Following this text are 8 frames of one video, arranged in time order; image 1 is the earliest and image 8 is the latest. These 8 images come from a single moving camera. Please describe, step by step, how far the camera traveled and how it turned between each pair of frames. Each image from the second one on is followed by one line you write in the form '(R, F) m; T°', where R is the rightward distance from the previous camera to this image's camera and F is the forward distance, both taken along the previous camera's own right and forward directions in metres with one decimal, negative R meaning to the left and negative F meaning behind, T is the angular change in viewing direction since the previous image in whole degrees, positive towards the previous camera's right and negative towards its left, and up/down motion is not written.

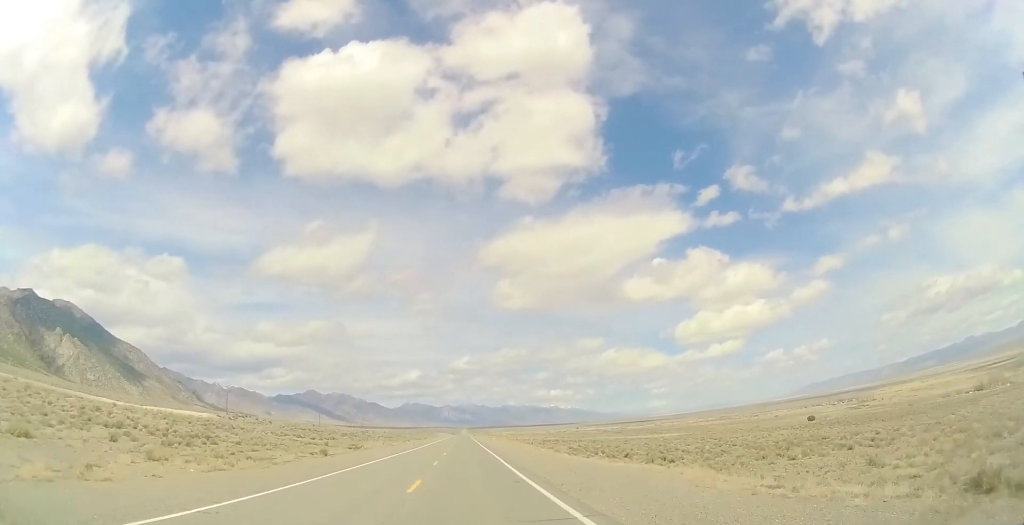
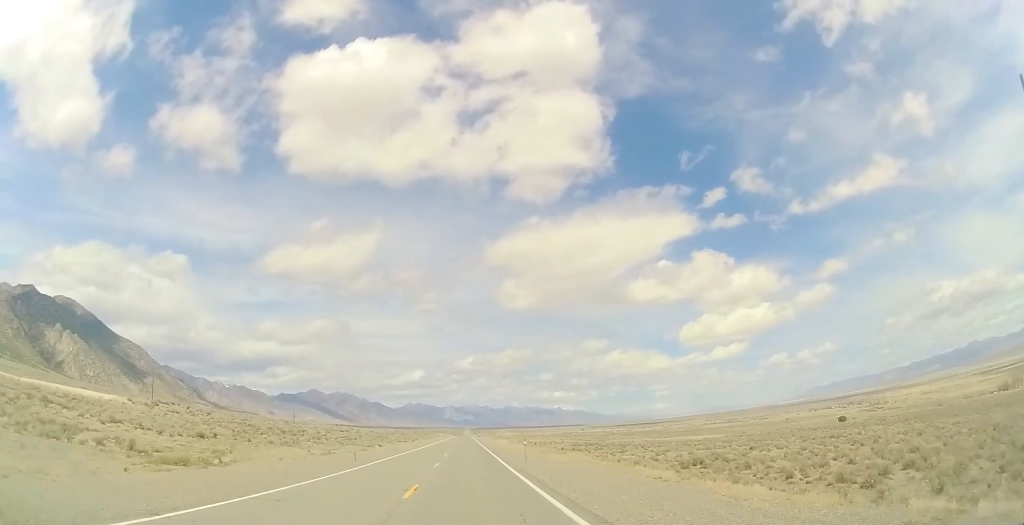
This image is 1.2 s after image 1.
(0.0, +38.5) m; 0°
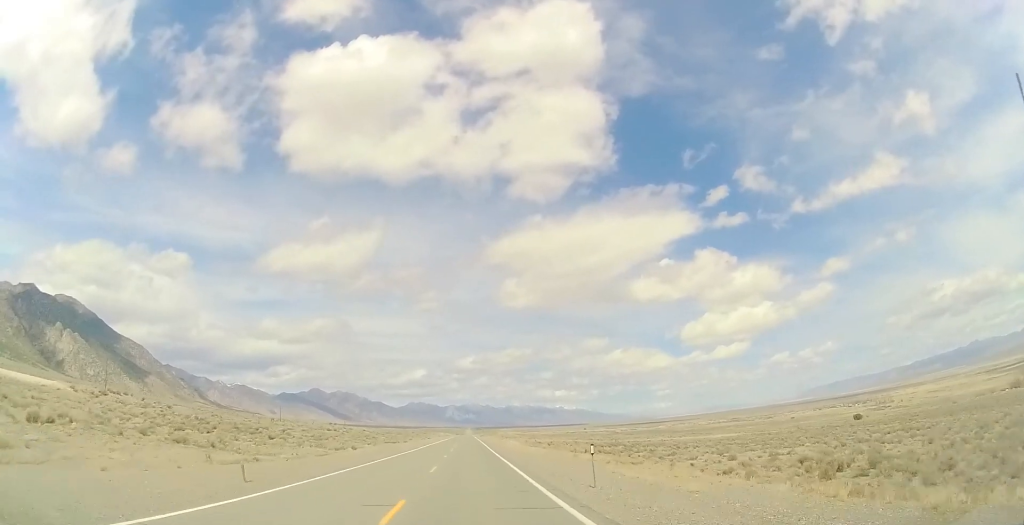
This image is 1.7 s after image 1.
(0.0, +16.5) m; 0°
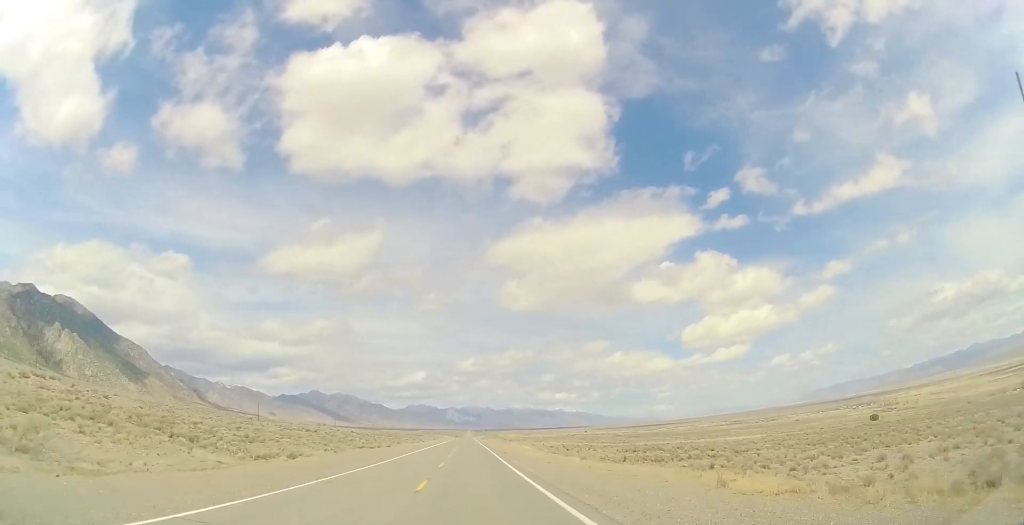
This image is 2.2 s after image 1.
(0.0, +18.6) m; 0°
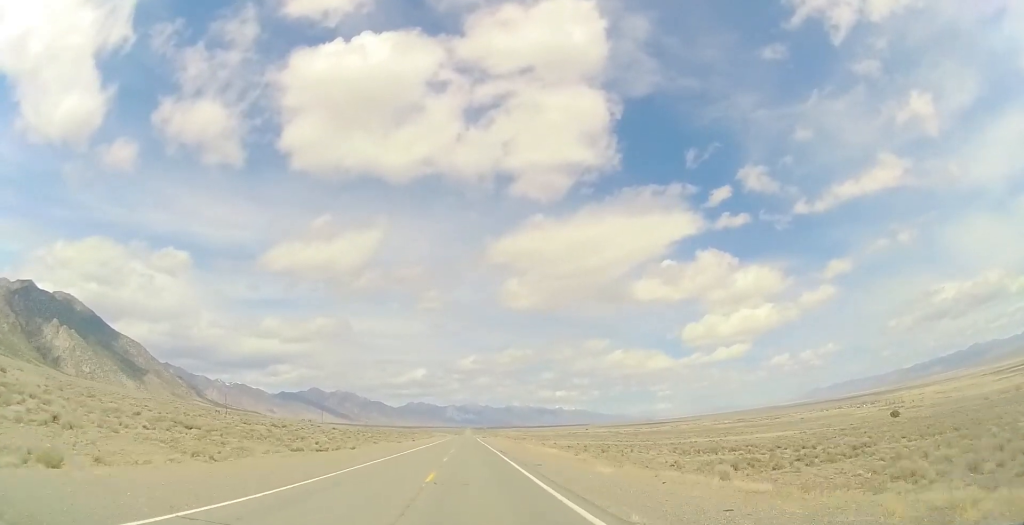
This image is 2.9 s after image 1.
(0.0, +21.9) m; 0°
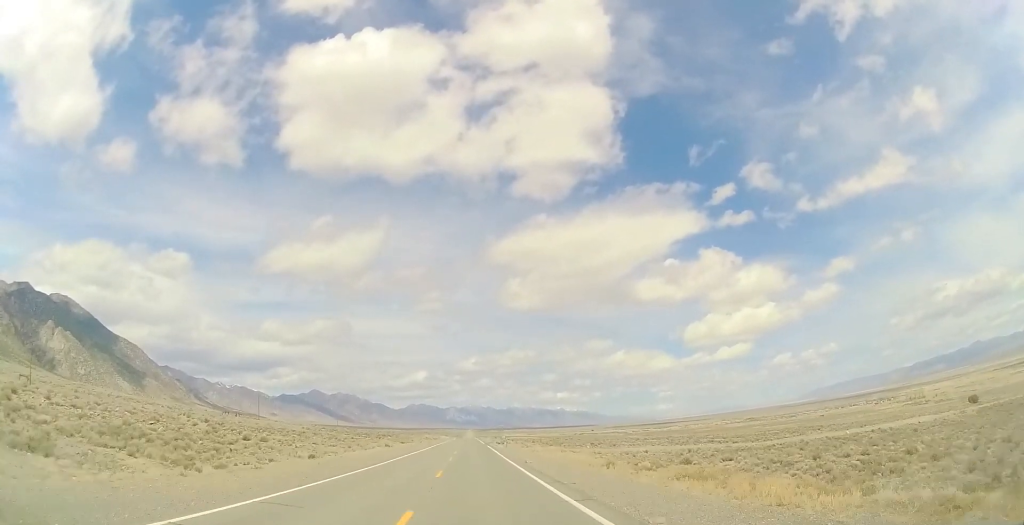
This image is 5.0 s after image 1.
(-0.7, +70.0) m; 0°
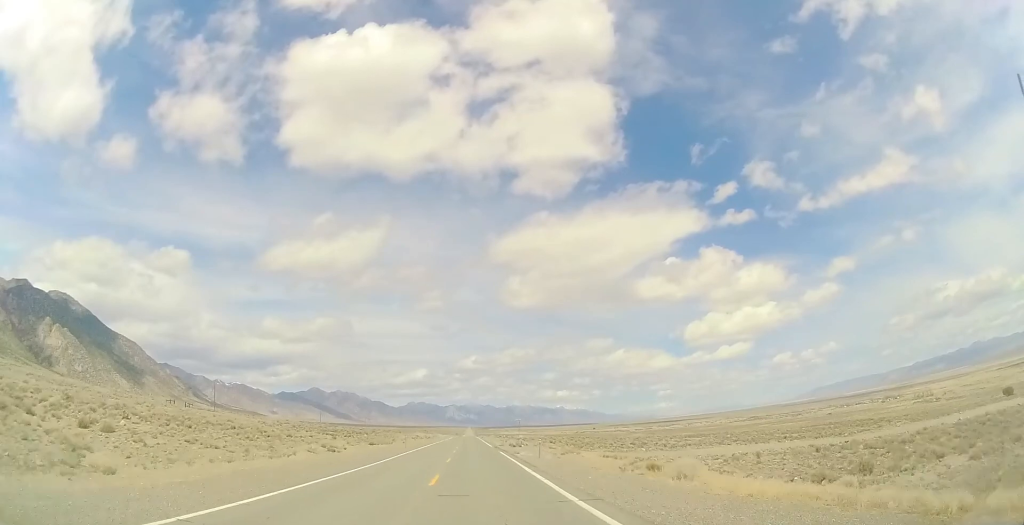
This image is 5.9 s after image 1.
(+0.3, +28.3) m; +1°
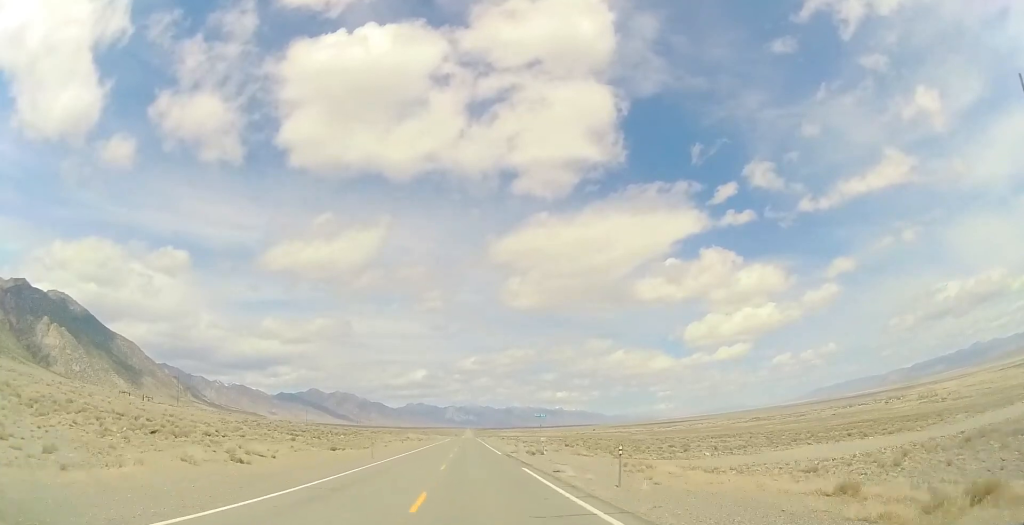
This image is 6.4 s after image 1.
(-0.1, +17.4) m; 0°
